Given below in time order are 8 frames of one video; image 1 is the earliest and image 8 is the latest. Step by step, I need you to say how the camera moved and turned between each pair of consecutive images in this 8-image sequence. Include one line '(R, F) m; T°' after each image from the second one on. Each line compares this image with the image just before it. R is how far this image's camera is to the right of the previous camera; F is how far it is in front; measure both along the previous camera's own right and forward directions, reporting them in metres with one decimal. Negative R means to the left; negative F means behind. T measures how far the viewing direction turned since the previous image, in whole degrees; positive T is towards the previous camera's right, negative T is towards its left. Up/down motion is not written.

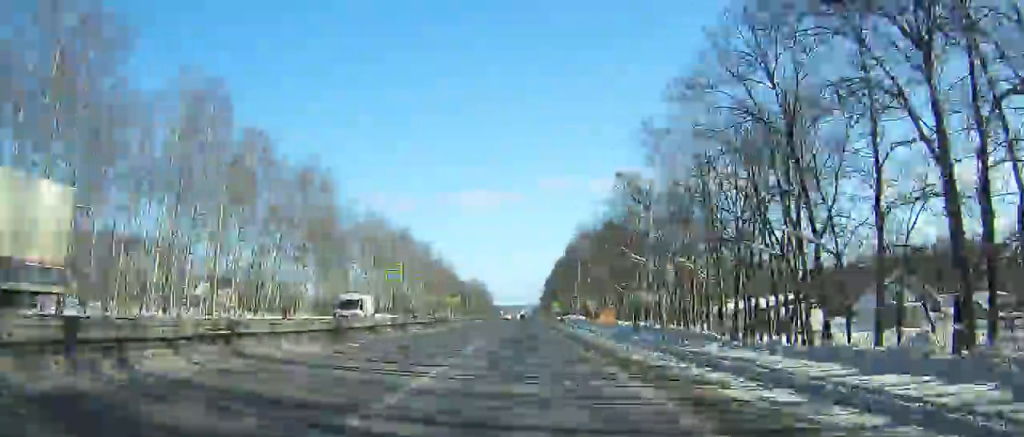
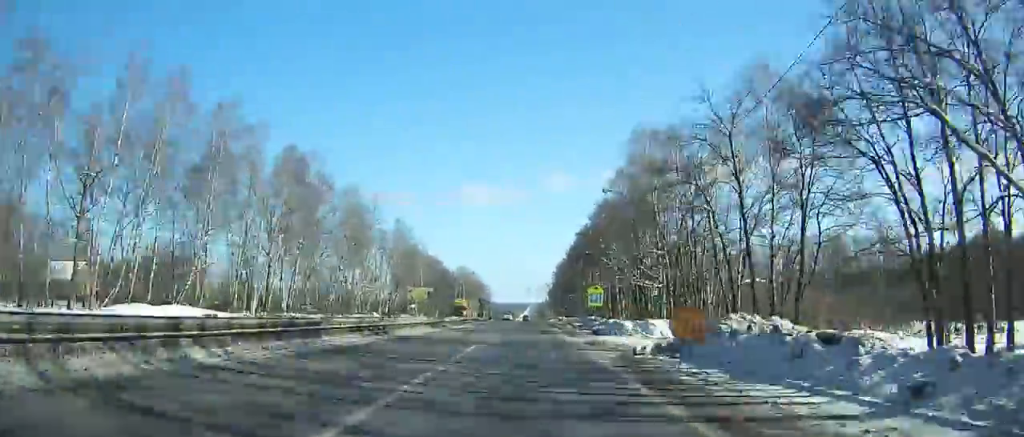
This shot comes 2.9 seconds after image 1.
(+0.1, +63.2) m; -2°
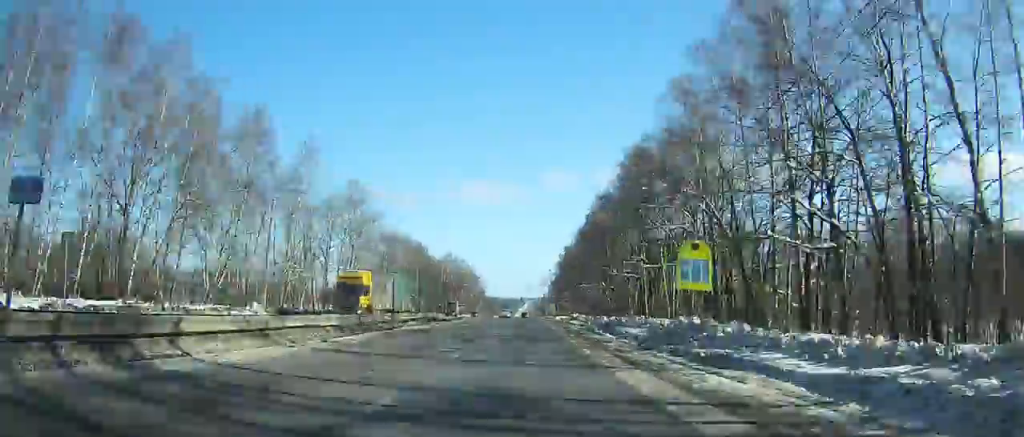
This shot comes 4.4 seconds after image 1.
(+0.2, +31.6) m; -1°
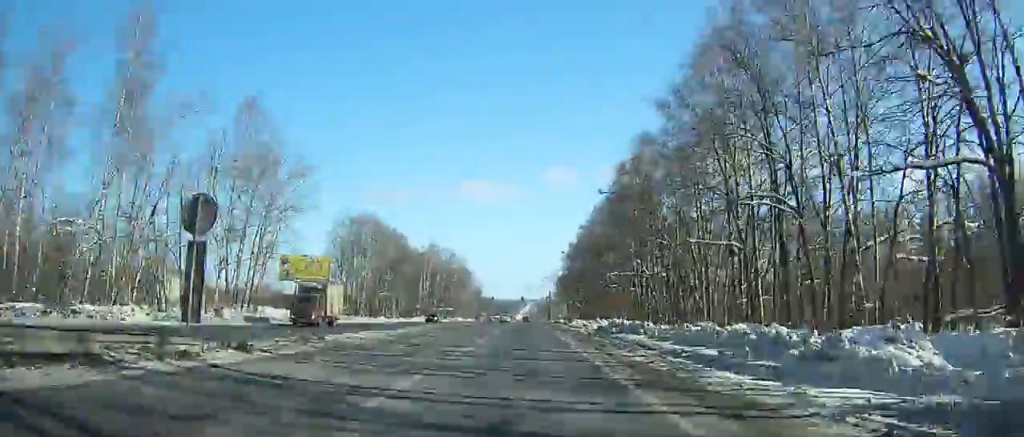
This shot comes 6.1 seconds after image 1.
(-1.9, +34.0) m; +1°
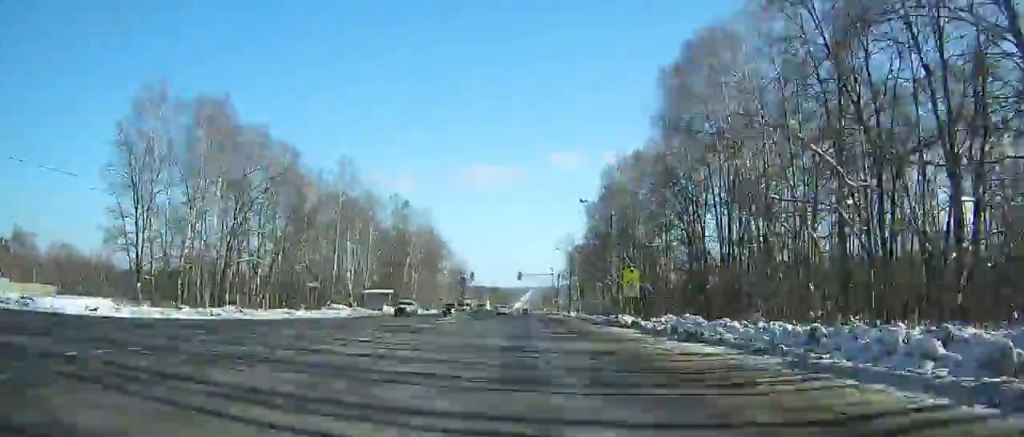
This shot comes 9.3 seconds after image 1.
(+2.9, +73.6) m; +3°
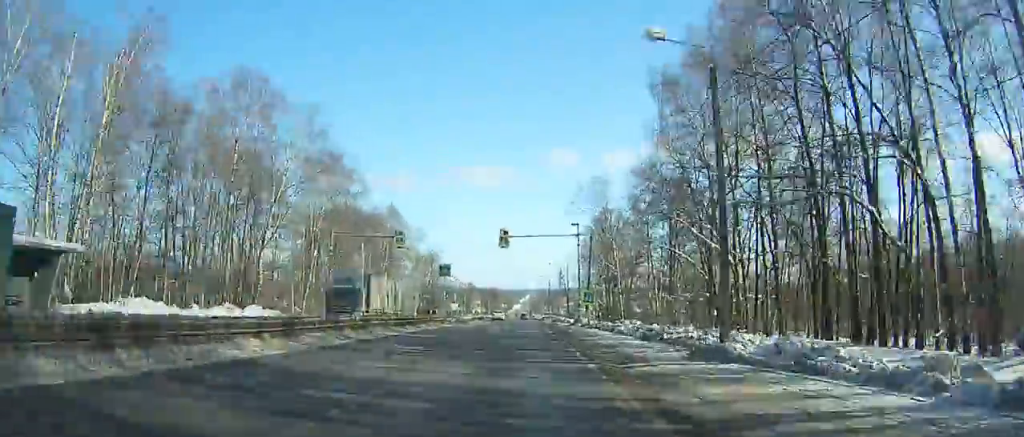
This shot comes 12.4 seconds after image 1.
(+0.3, +73.7) m; -1°
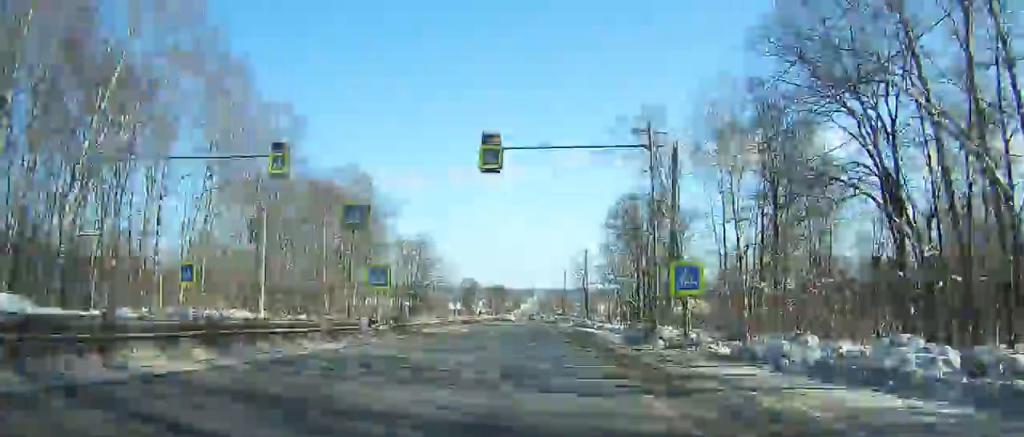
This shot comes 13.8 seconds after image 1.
(-0.3, +31.9) m; -1°
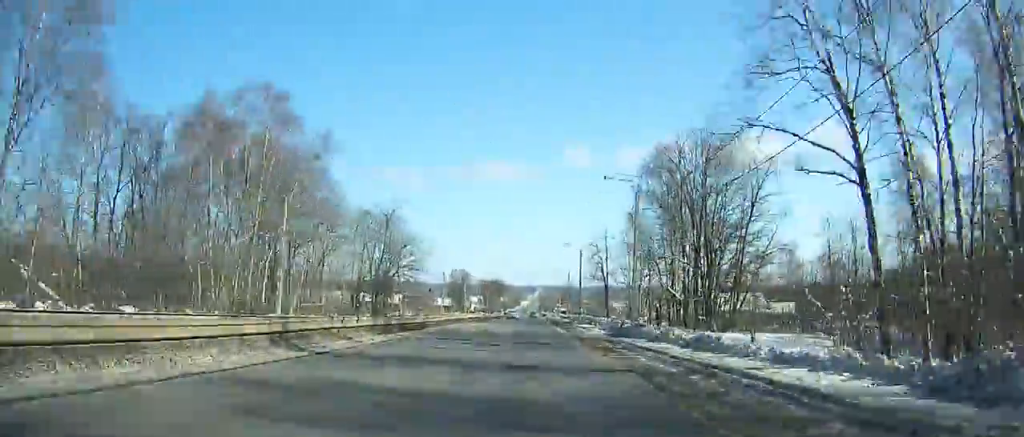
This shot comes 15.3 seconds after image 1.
(-0.5, +33.2) m; 0°
